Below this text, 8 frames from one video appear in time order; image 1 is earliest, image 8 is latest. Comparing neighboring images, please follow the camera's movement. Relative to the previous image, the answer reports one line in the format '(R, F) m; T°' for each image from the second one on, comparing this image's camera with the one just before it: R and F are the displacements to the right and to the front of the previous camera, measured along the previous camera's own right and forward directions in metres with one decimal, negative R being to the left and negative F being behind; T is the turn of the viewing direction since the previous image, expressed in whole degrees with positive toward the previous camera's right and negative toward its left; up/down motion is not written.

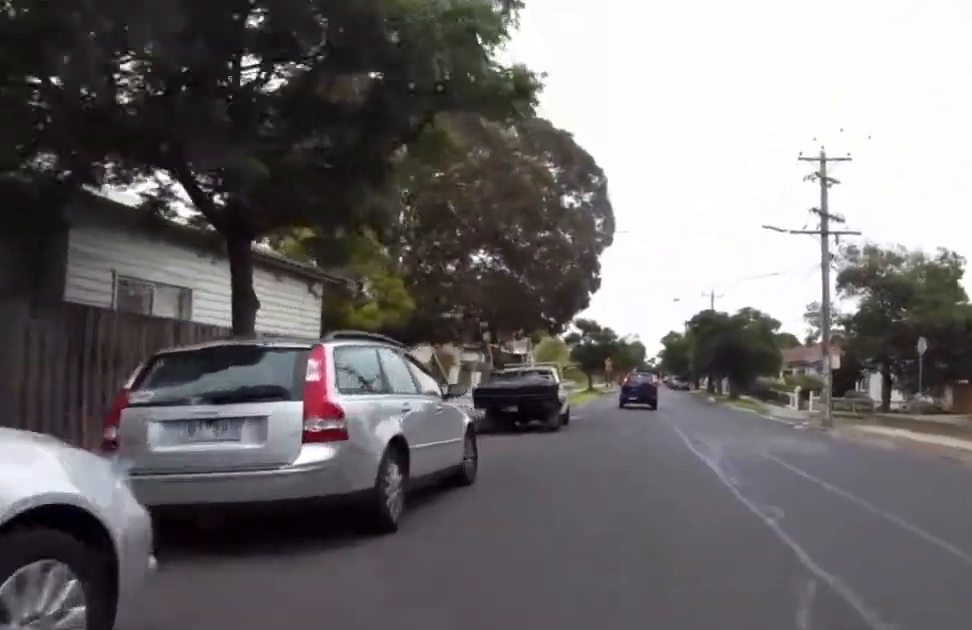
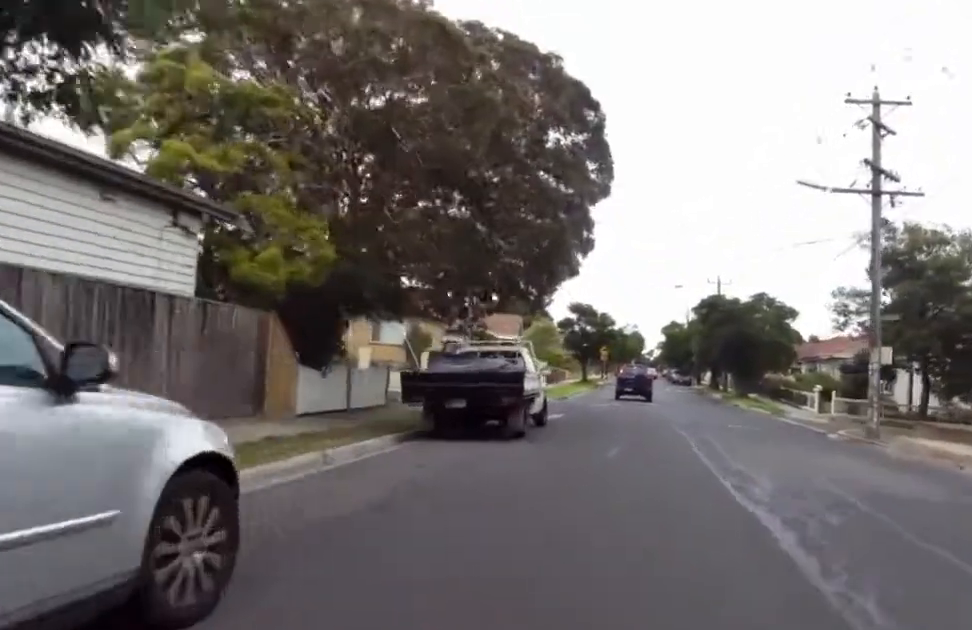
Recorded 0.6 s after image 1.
(-0.6, +5.0) m; 0°
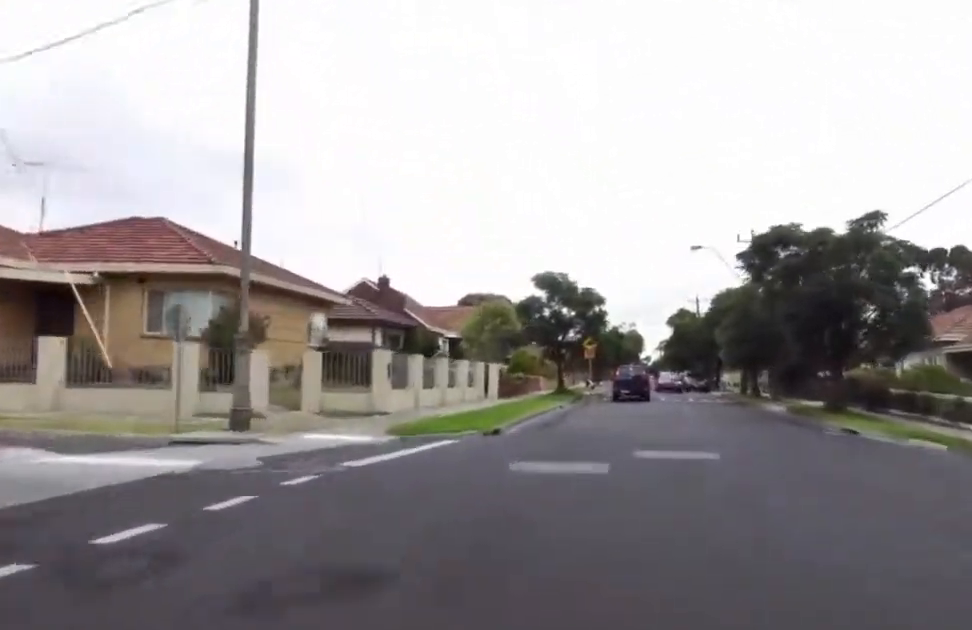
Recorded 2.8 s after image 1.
(-0.1, +18.9) m; 0°
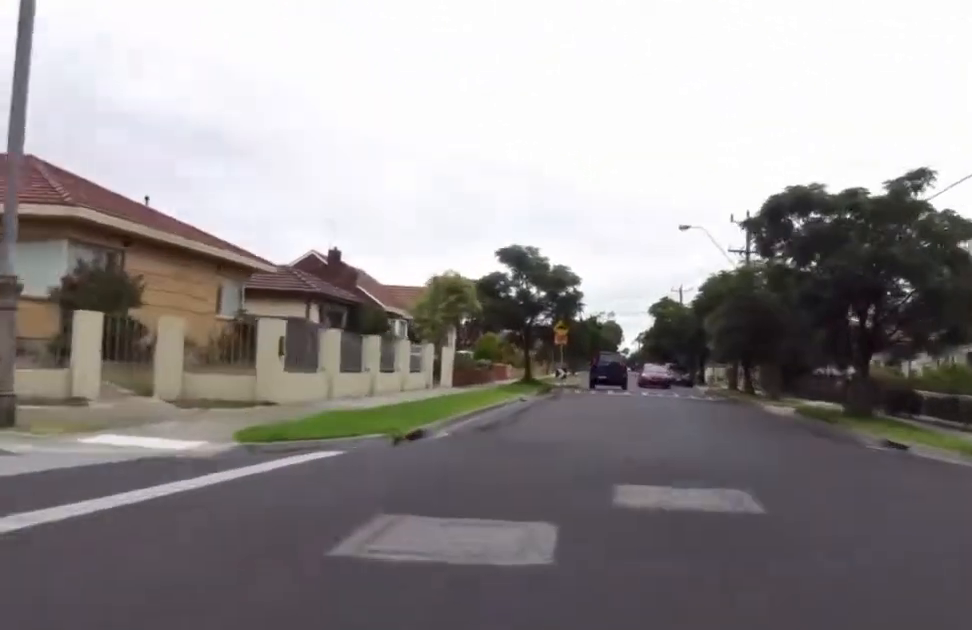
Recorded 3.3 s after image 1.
(+0.2, +4.8) m; 0°
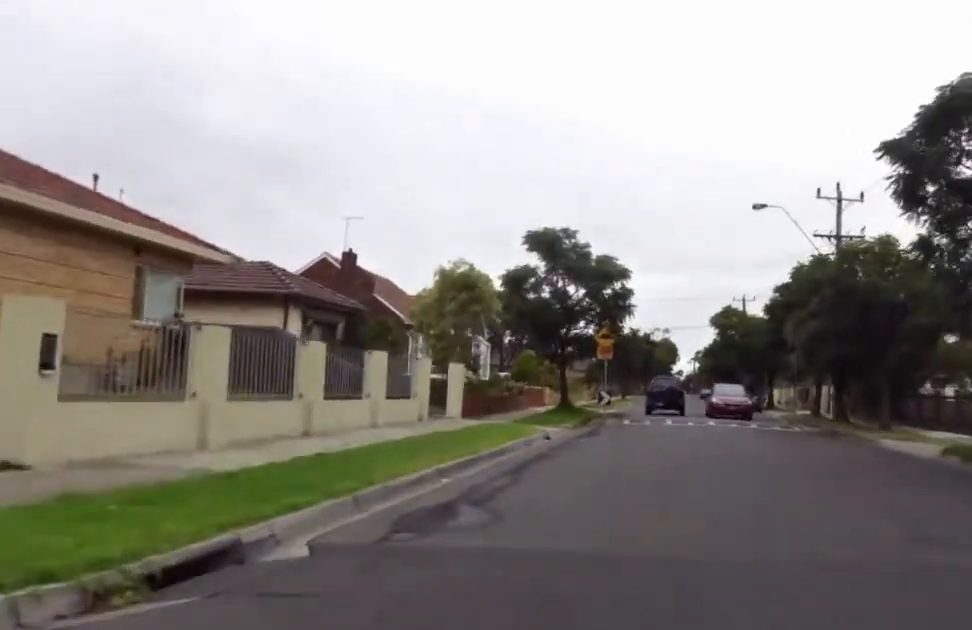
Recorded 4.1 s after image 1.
(+0.5, +7.2) m; 0°
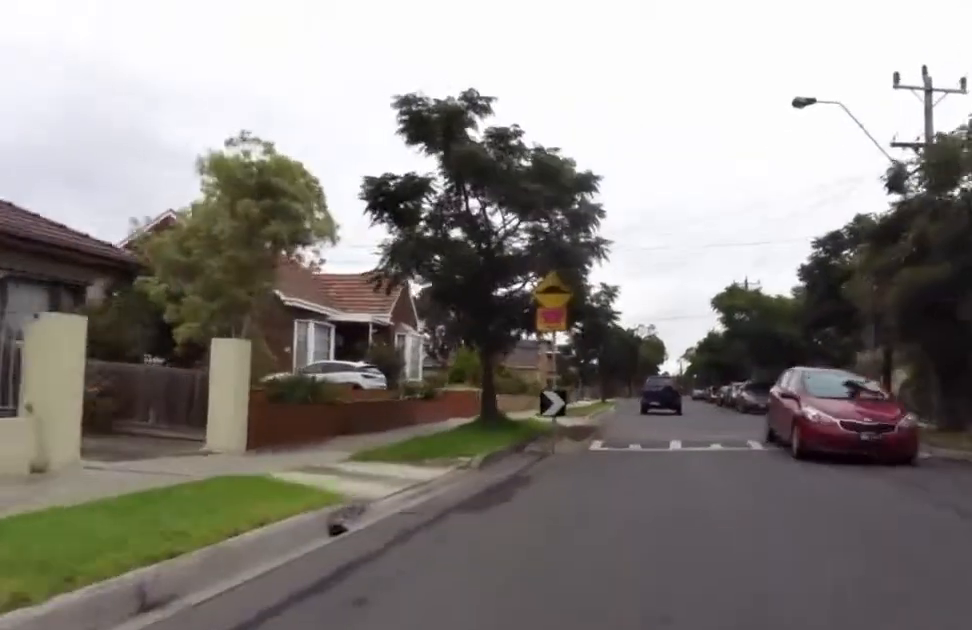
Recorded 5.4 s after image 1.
(-0.4, +11.7) m; 0°
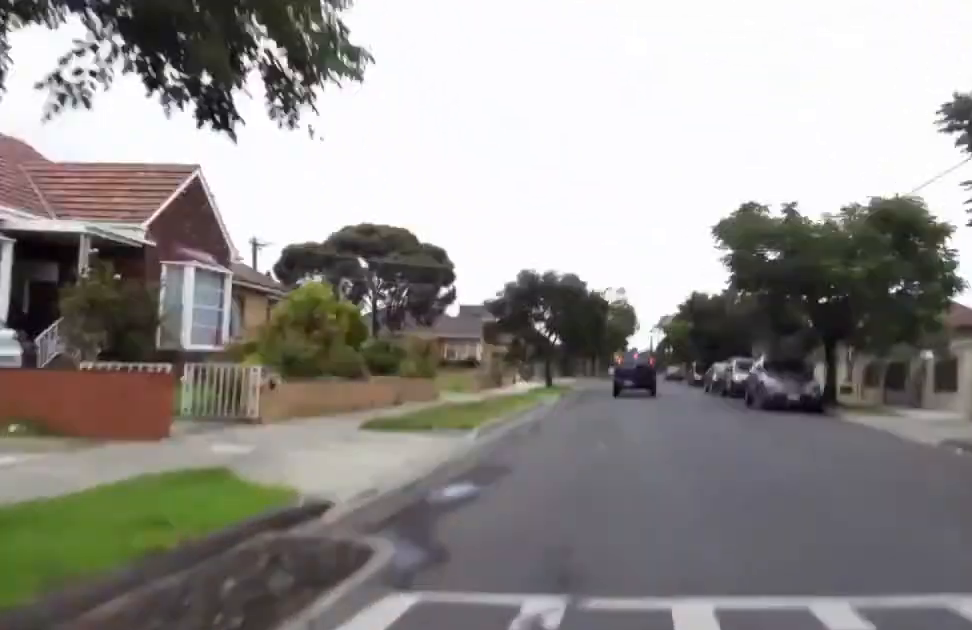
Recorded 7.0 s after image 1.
(-0.3, +14.4) m; +1°
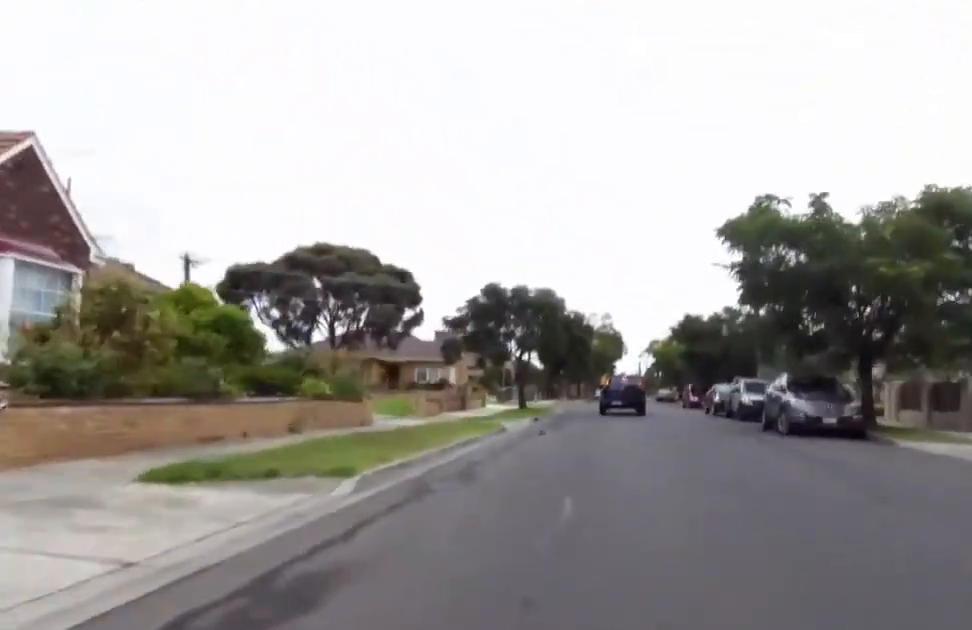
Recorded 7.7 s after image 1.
(+0.7, +5.3) m; 0°
